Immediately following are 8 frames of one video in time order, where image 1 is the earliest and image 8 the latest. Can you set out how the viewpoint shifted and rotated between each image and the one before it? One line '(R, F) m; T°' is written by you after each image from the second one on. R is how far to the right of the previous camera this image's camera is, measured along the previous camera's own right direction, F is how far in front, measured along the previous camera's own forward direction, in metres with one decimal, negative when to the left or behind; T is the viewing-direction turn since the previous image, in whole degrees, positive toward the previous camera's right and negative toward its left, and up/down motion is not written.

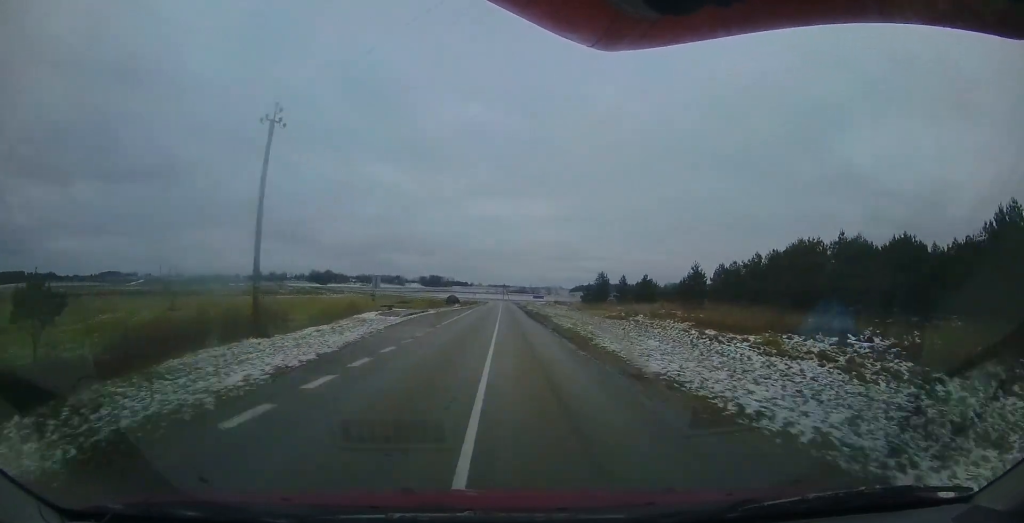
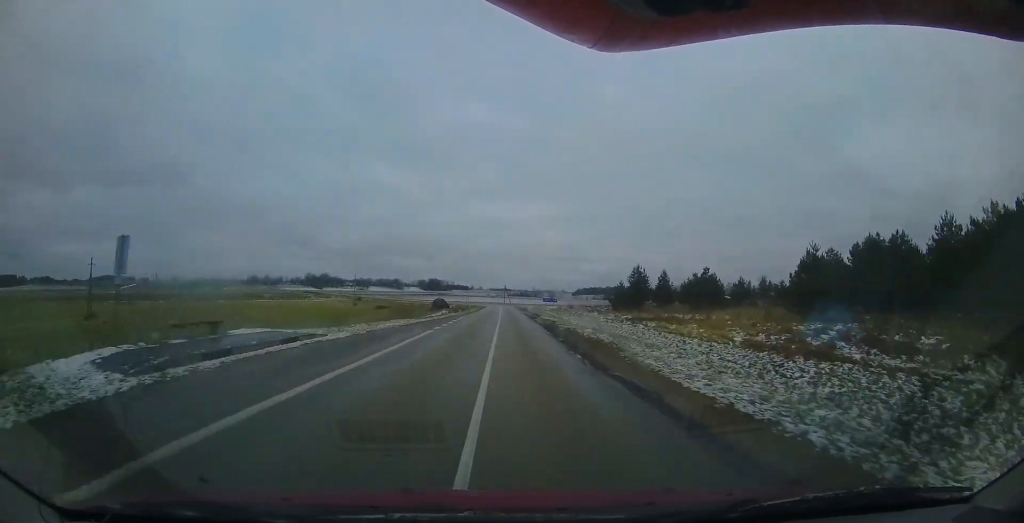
(+0.2, +17.7) m; 0°
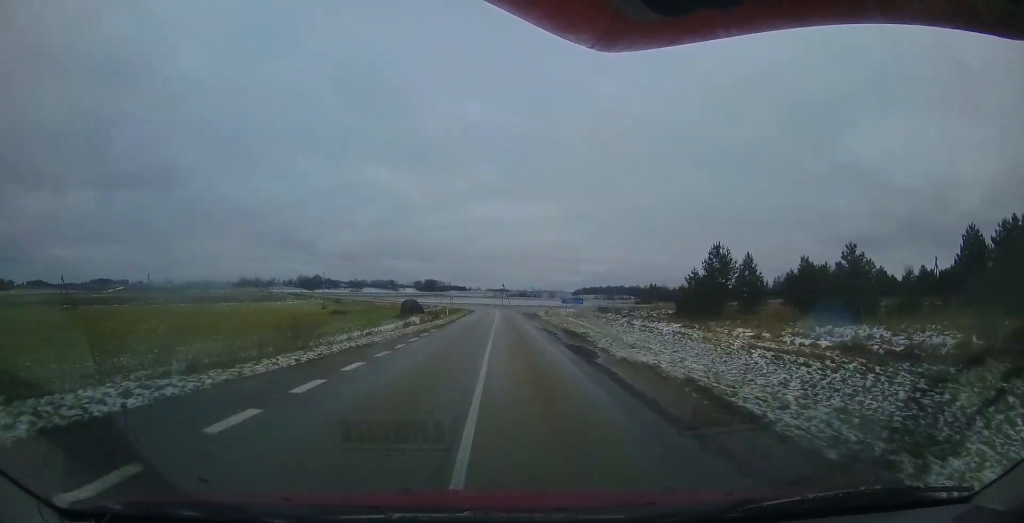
(-0.2, +19.9) m; -1°
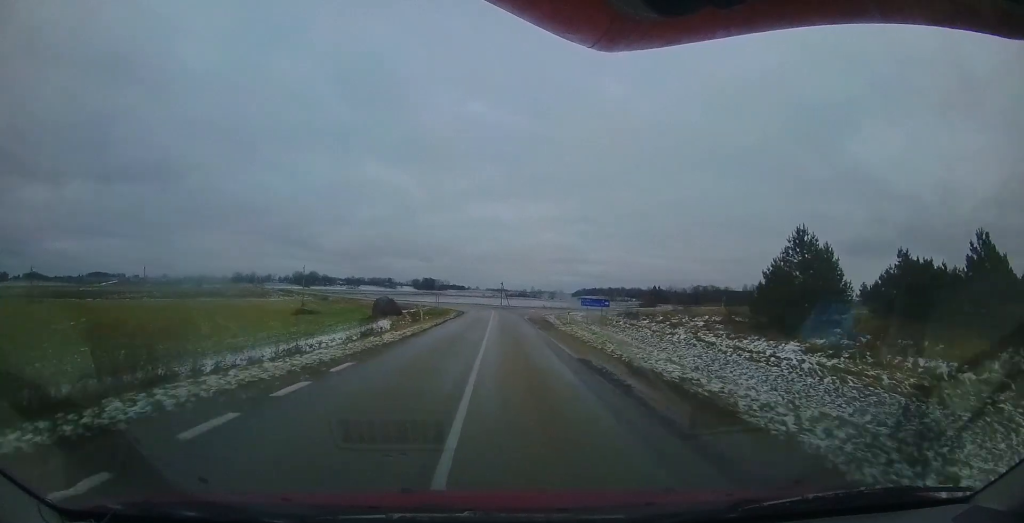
(-0.1, +9.9) m; 0°
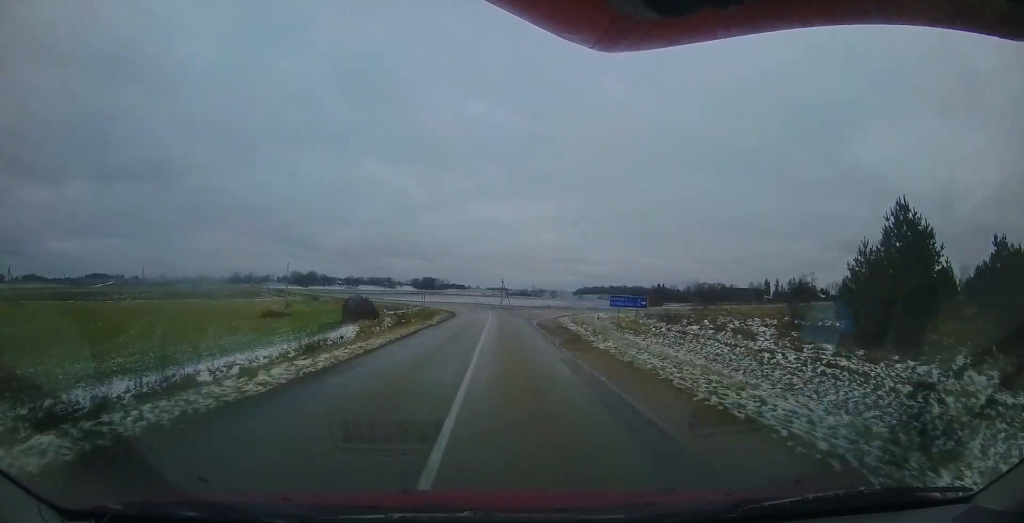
(0.0, +7.5) m; 0°
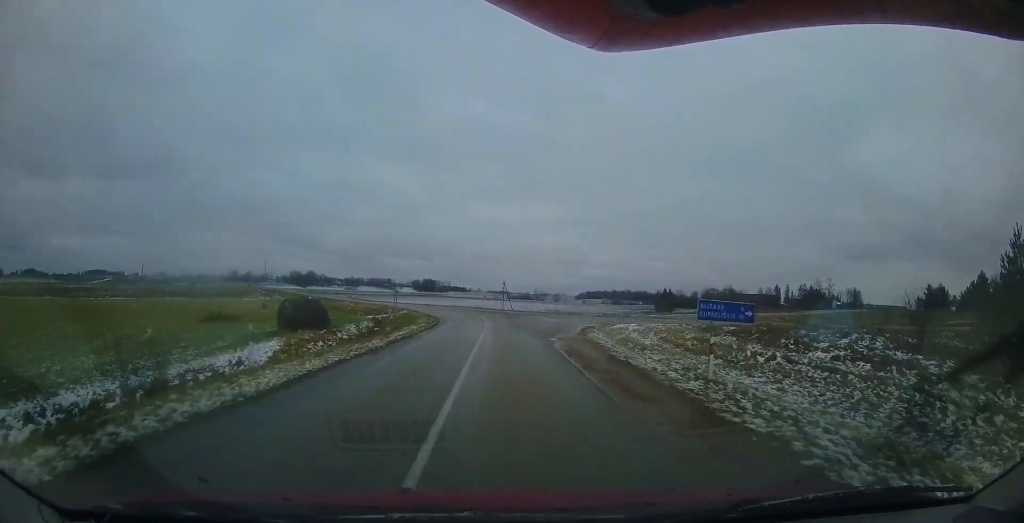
(0.0, +9.1) m; -2°
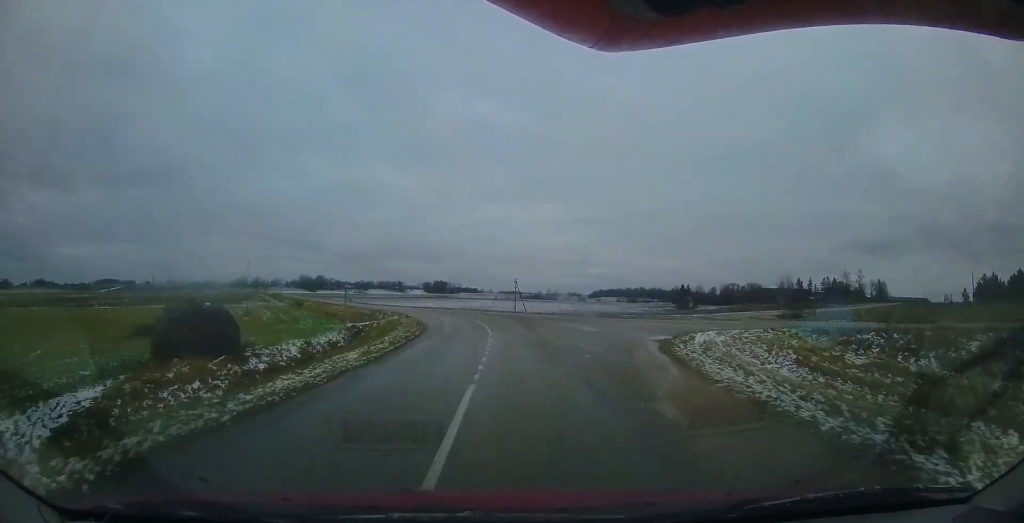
(+0.1, +9.4) m; -2°
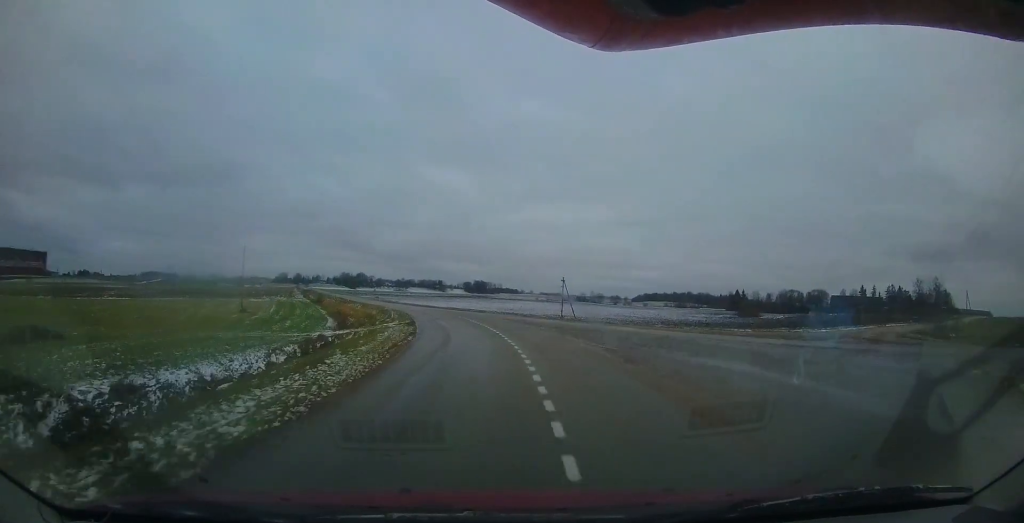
(-0.9, +13.2) m; -2°
